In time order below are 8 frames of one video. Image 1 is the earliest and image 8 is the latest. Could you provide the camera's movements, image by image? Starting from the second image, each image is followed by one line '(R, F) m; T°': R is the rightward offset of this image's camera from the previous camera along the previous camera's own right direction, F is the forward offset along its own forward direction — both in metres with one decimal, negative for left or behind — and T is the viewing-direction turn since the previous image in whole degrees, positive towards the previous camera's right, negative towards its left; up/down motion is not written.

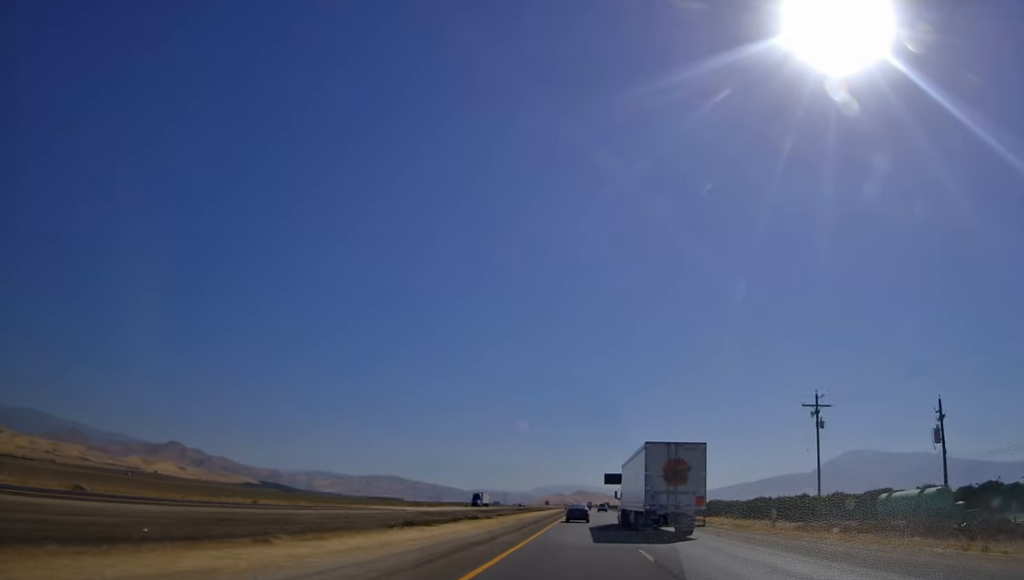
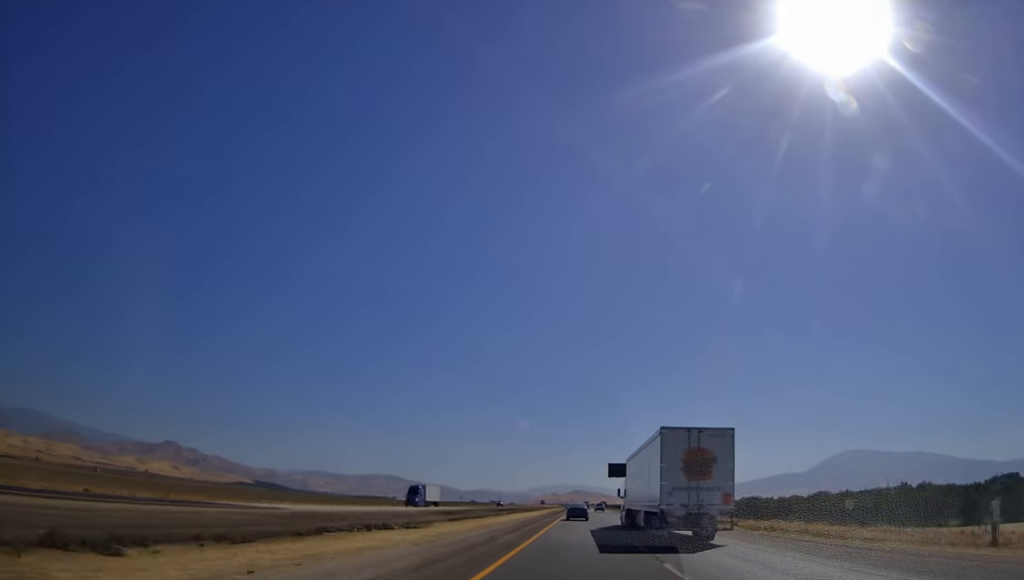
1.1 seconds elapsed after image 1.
(0.0, +31.0) m; 0°
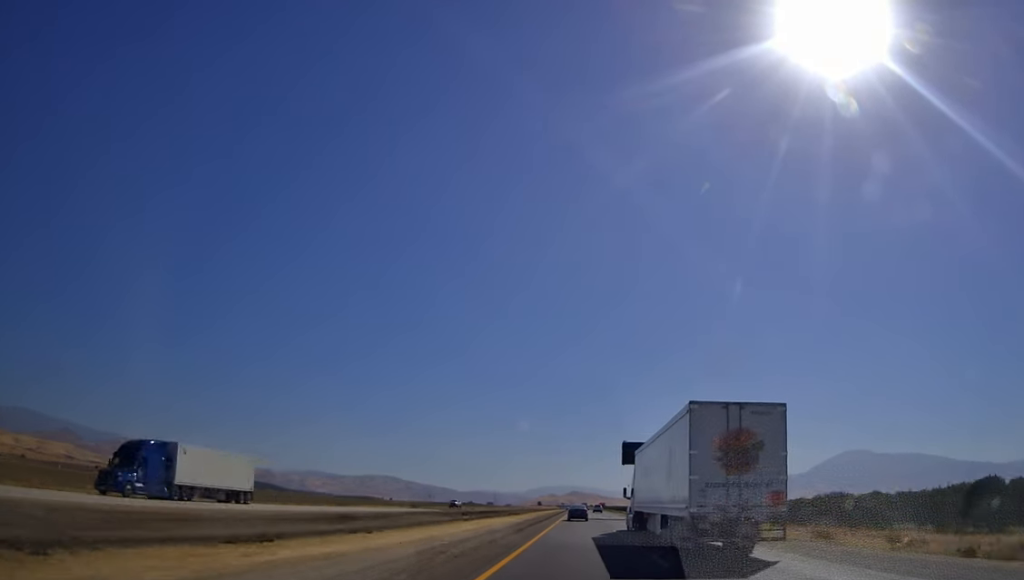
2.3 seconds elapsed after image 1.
(+0.4, +36.2) m; 0°
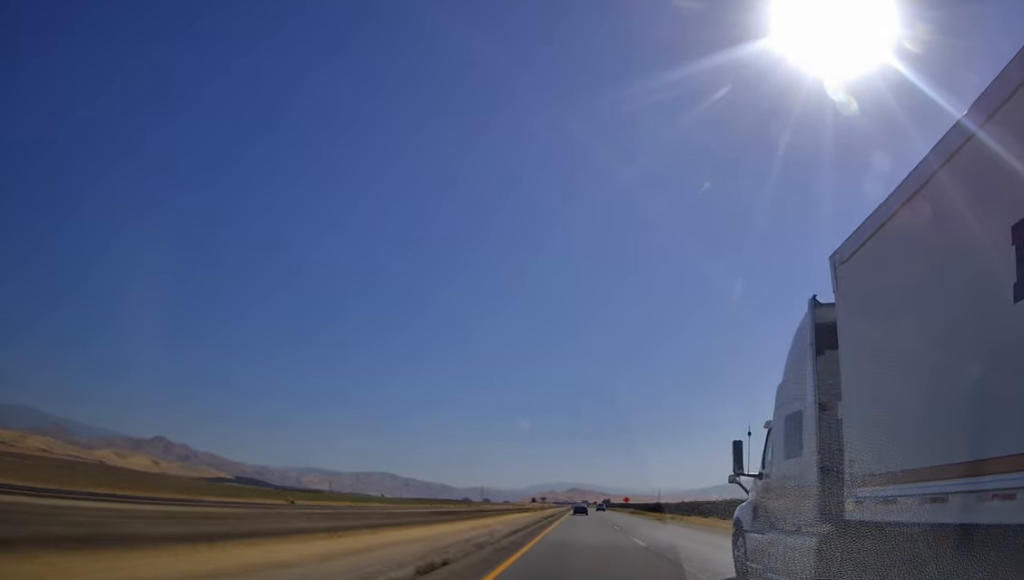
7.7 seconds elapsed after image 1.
(-0.3, +167.2) m; 0°
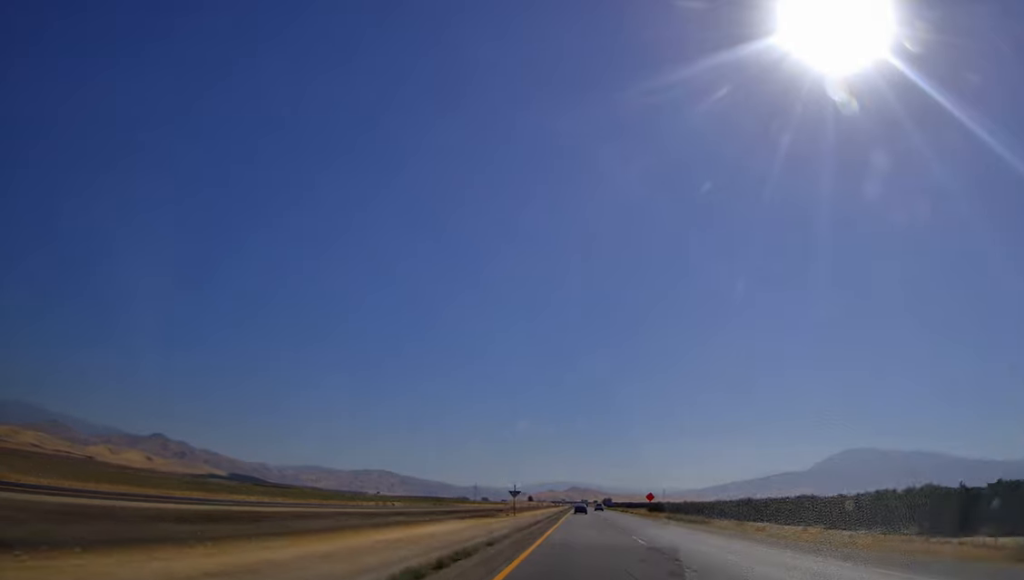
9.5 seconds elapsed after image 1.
(+0.3, +62.7) m; 0°
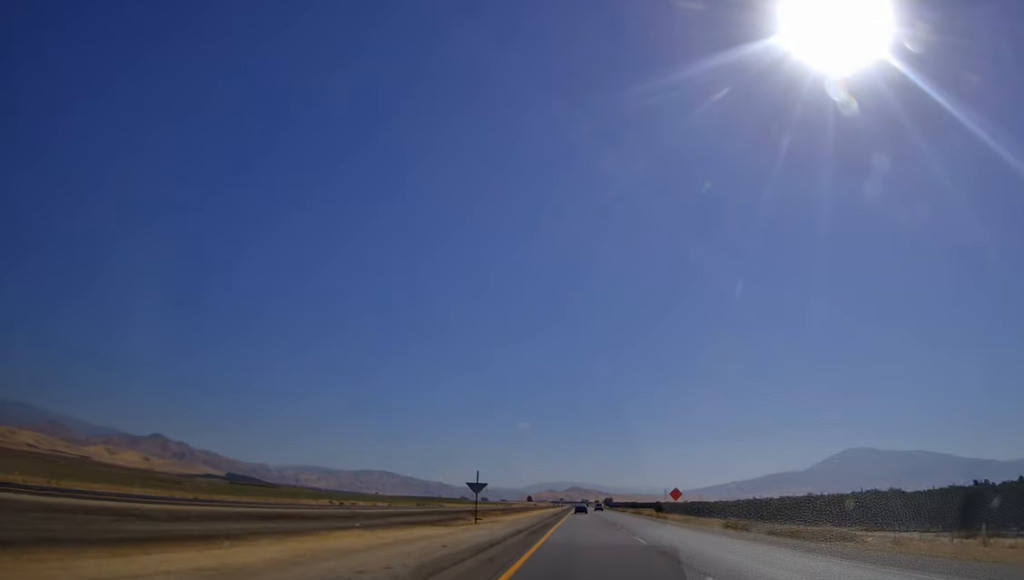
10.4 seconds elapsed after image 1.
(+0.1, +31.6) m; 0°
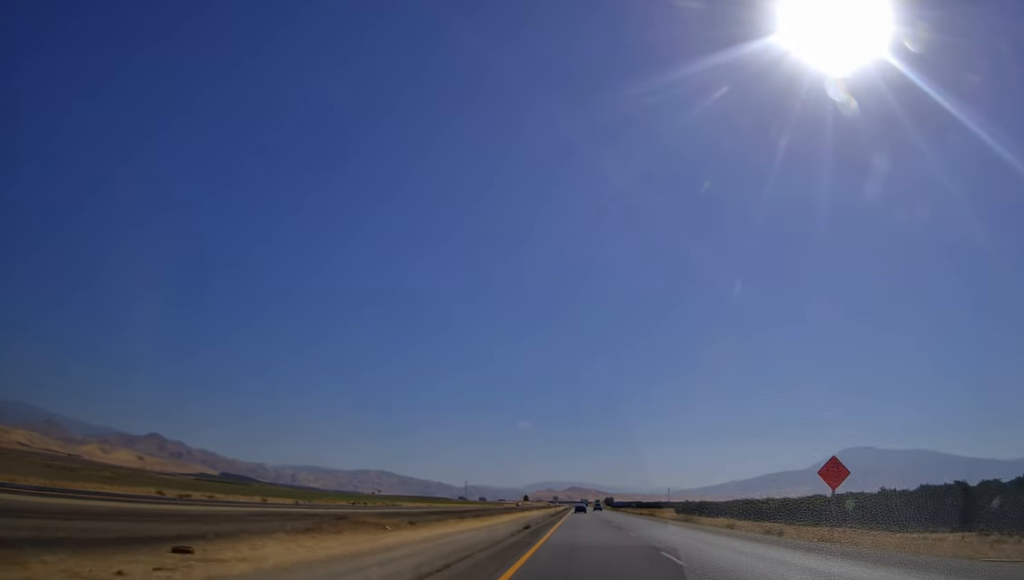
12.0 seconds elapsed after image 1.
(0.0, +57.3) m; 0°
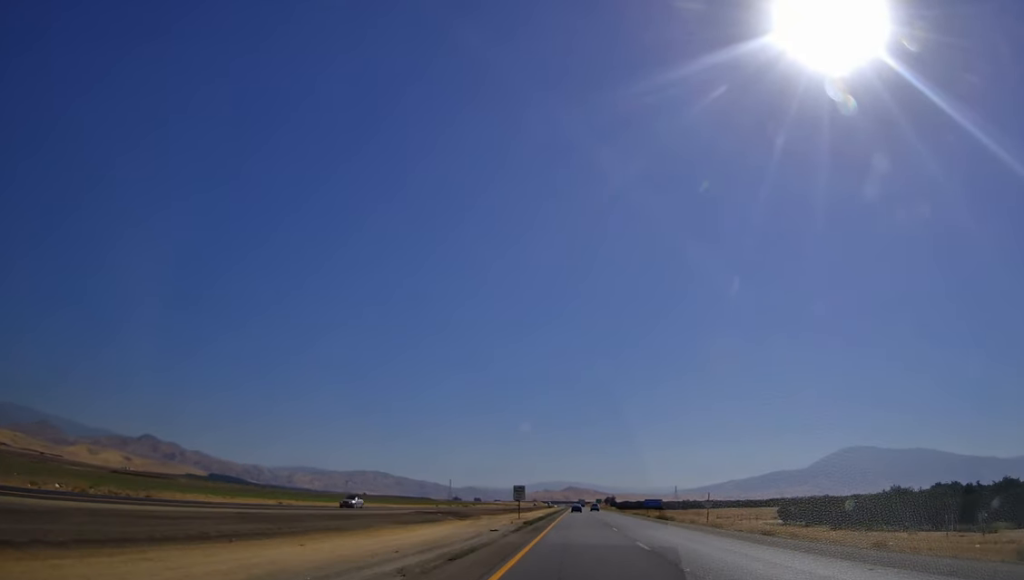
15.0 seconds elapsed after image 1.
(-0.6, +102.0) m; 0°
